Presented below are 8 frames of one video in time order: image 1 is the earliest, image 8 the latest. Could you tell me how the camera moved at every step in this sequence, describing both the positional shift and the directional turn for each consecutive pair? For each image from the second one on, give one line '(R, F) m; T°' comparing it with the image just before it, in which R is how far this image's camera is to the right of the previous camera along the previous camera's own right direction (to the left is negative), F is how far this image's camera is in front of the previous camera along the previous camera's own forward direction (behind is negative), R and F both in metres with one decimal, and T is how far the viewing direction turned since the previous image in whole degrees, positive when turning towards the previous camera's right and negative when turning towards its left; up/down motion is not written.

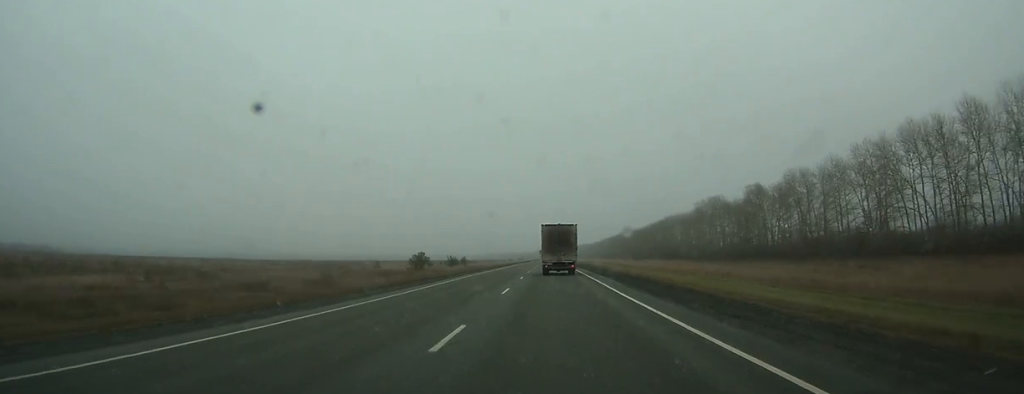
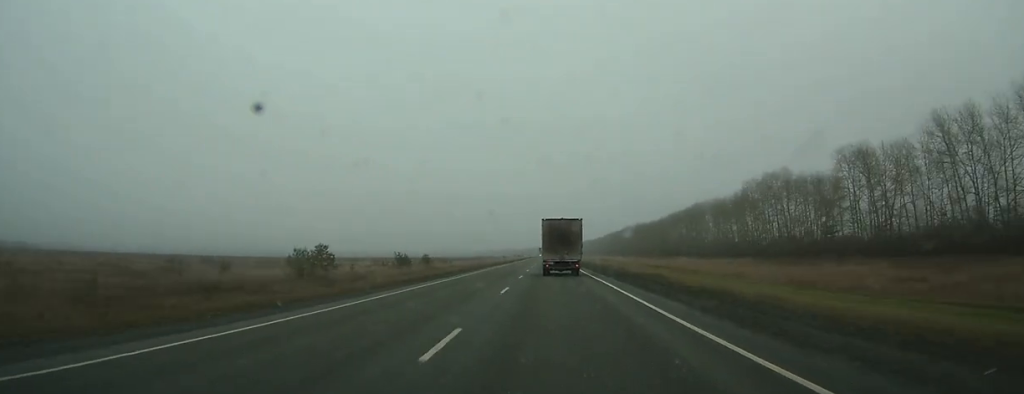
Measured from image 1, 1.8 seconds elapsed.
(-0.1, +49.4) m; 0°
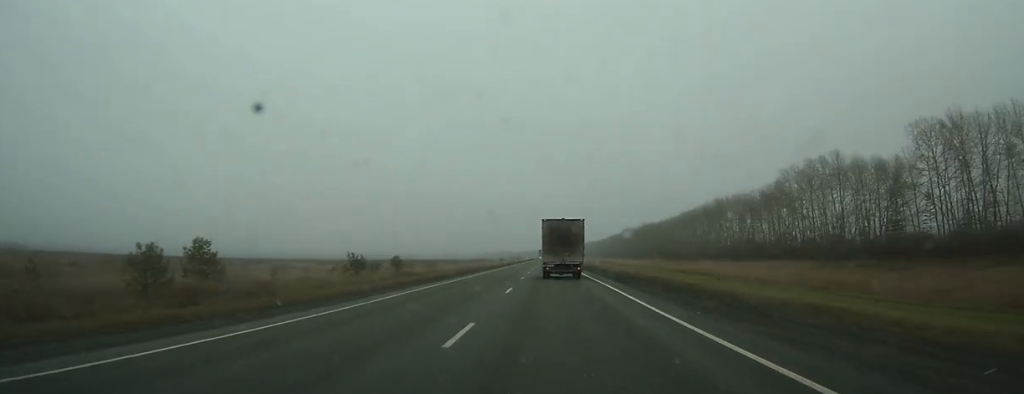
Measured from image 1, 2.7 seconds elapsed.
(+0.1, +23.0) m; 0°
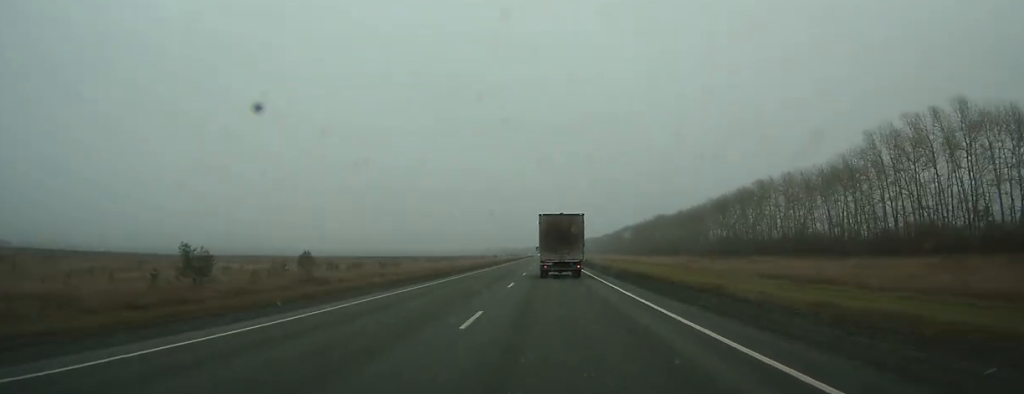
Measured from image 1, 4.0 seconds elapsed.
(+0.1, +35.1) m; 0°
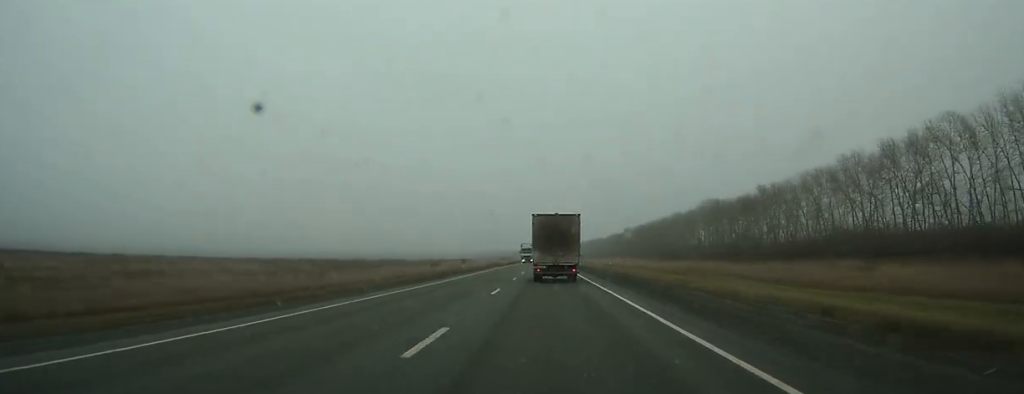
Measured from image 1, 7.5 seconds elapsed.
(-0.3, +90.5) m; 0°
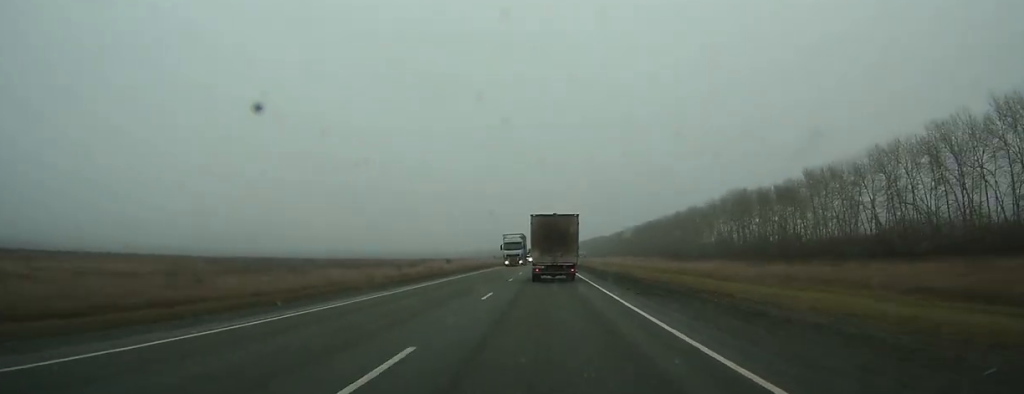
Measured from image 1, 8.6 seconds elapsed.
(+0.1, +27.6) m; 0°
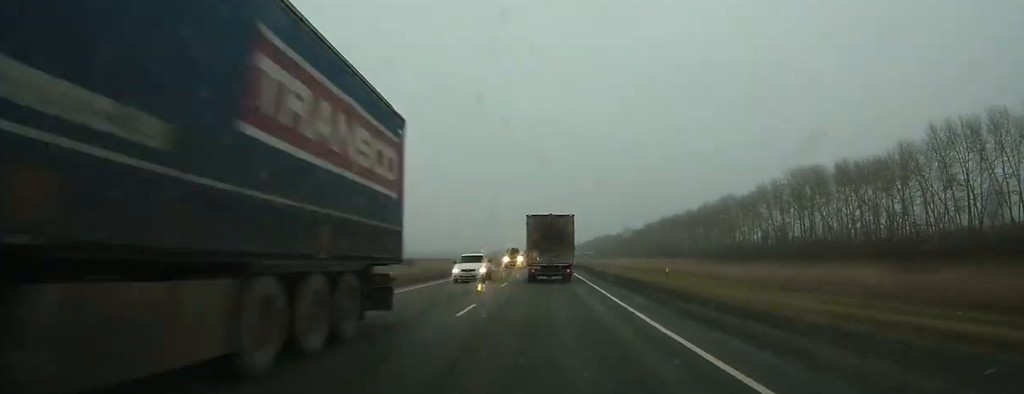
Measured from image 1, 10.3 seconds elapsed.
(+0.1, +43.9) m; 0°
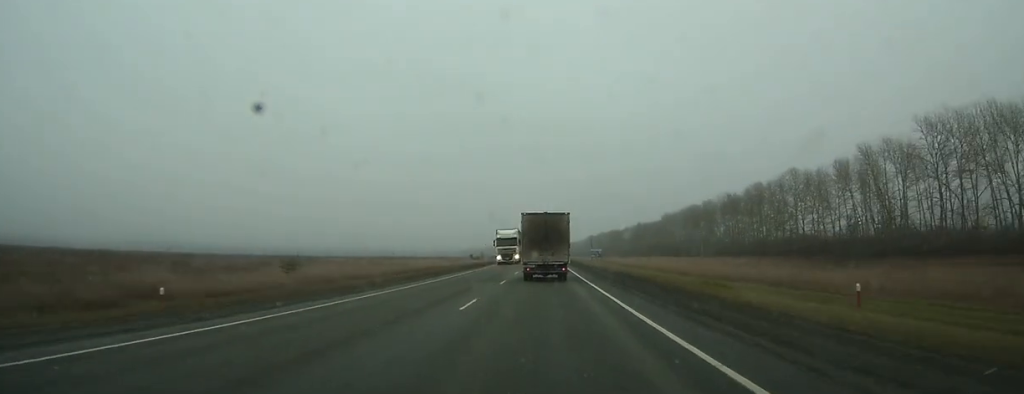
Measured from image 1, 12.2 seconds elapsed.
(0.0, +52.4) m; 0°
